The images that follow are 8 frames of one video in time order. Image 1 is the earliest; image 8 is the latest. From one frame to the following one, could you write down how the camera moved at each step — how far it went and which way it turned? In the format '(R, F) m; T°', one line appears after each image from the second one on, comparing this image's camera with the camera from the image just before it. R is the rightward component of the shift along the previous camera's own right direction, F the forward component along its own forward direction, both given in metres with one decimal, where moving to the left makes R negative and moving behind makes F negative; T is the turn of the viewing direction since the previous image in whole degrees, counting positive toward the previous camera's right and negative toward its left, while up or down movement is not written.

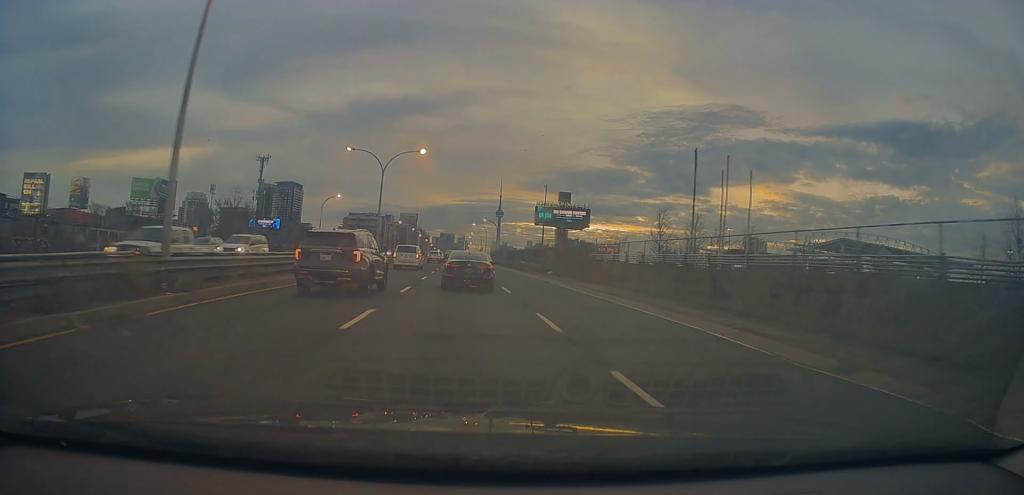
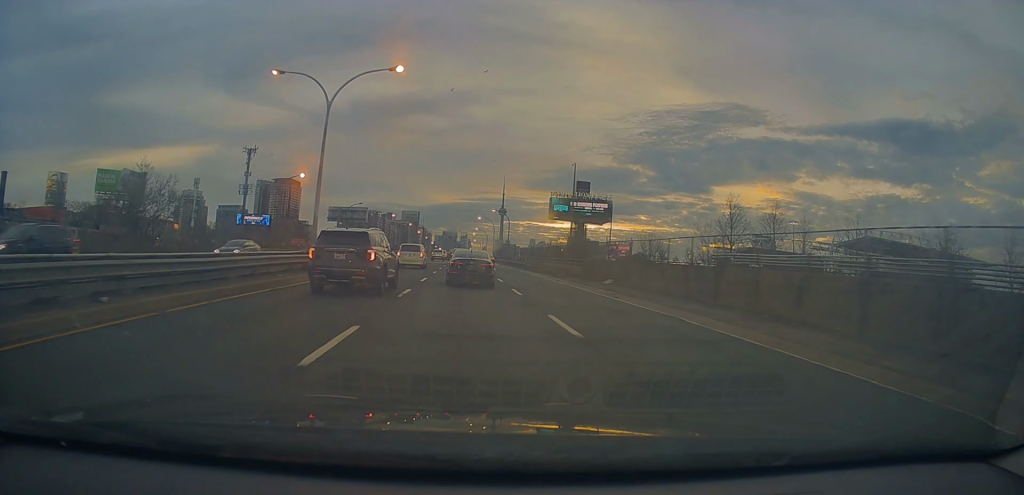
(+0.3, +21.1) m; 0°
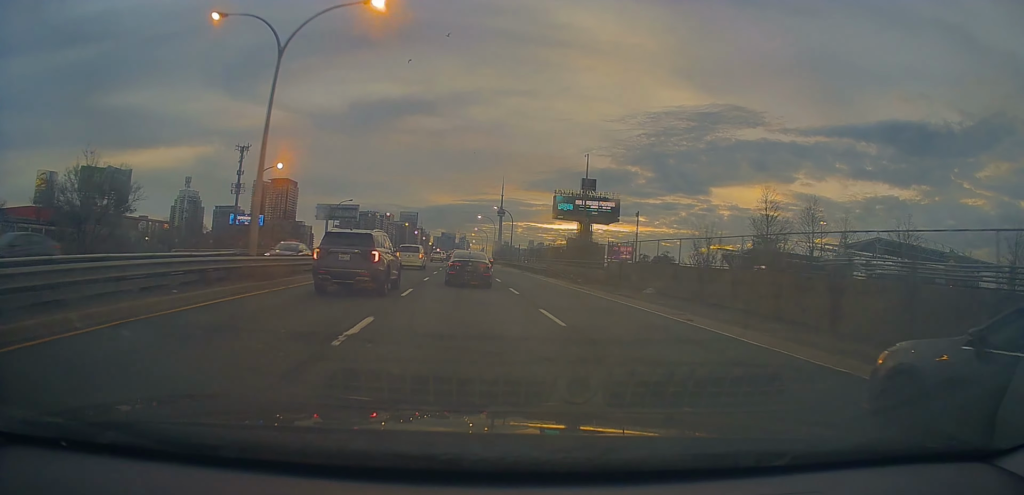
(-0.2, +7.9) m; 0°
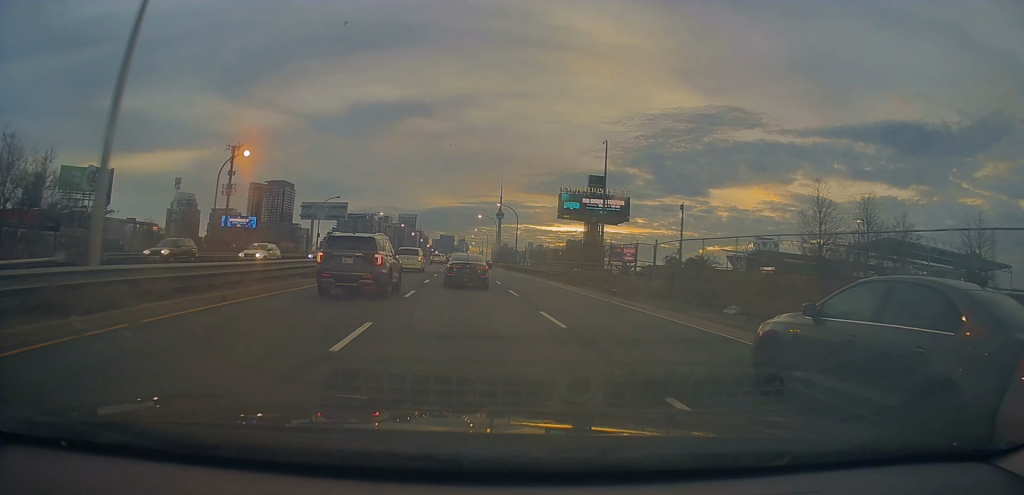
(+0.2, +8.8) m; +1°
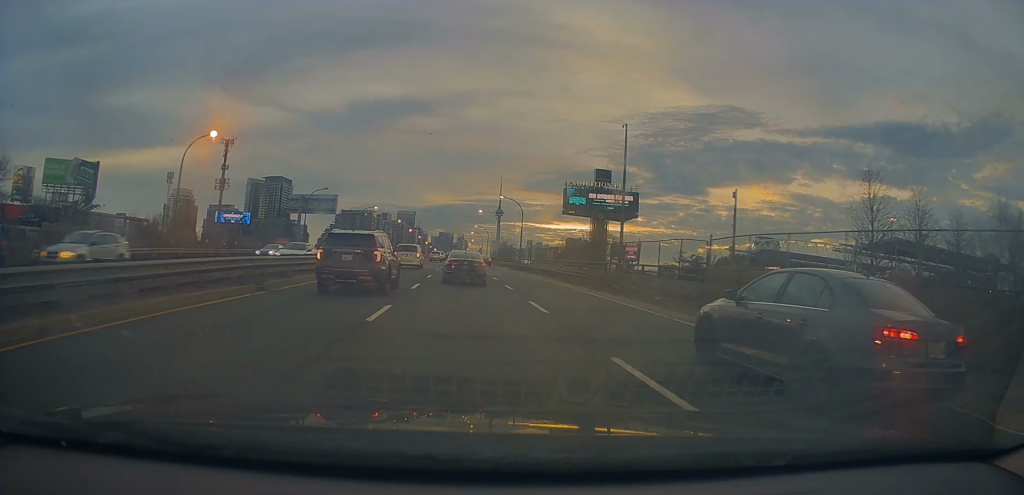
(0.0, +6.8) m; +1°
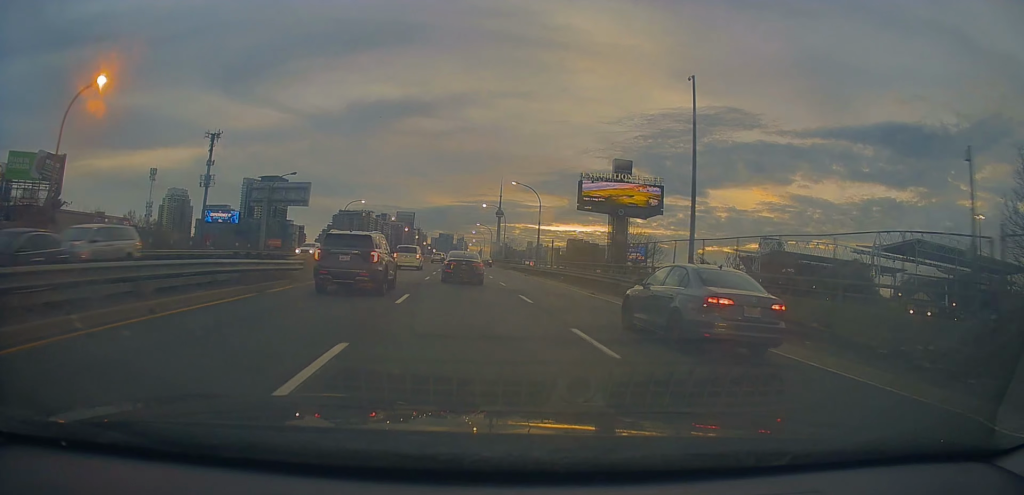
(+0.3, +14.8) m; +1°
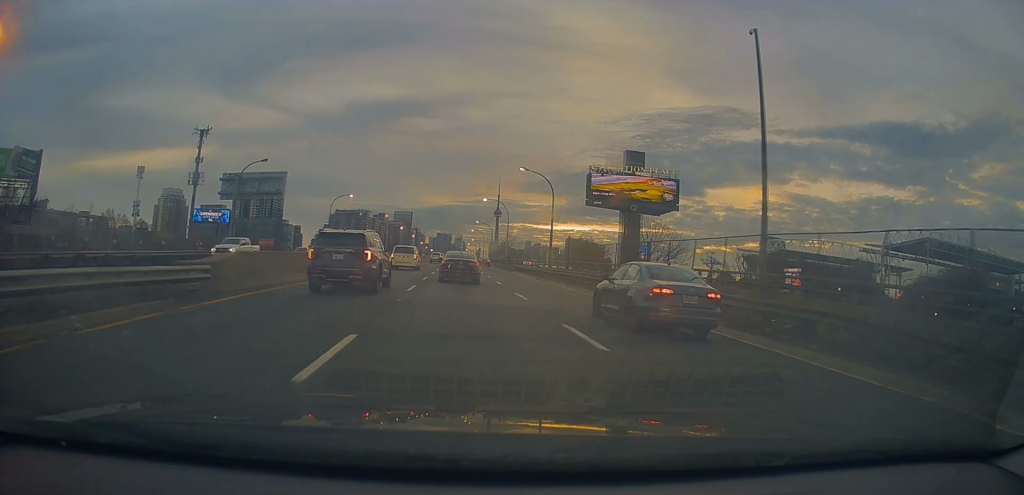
(-0.1, +8.5) m; -1°
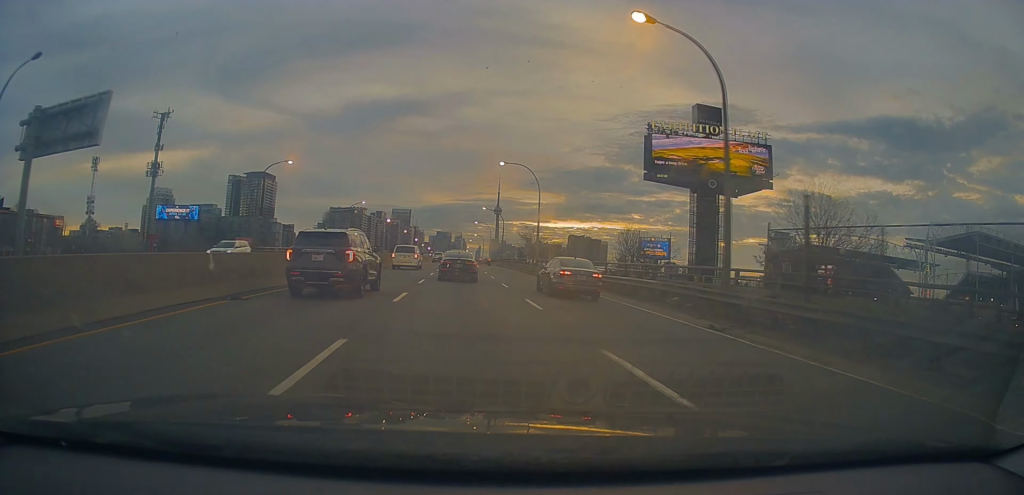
(-0.4, +30.7) m; 0°
